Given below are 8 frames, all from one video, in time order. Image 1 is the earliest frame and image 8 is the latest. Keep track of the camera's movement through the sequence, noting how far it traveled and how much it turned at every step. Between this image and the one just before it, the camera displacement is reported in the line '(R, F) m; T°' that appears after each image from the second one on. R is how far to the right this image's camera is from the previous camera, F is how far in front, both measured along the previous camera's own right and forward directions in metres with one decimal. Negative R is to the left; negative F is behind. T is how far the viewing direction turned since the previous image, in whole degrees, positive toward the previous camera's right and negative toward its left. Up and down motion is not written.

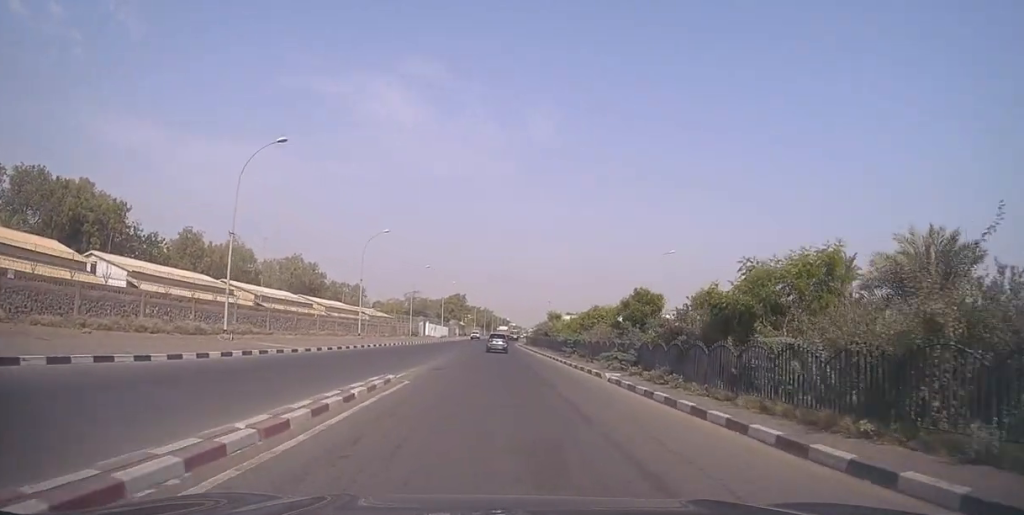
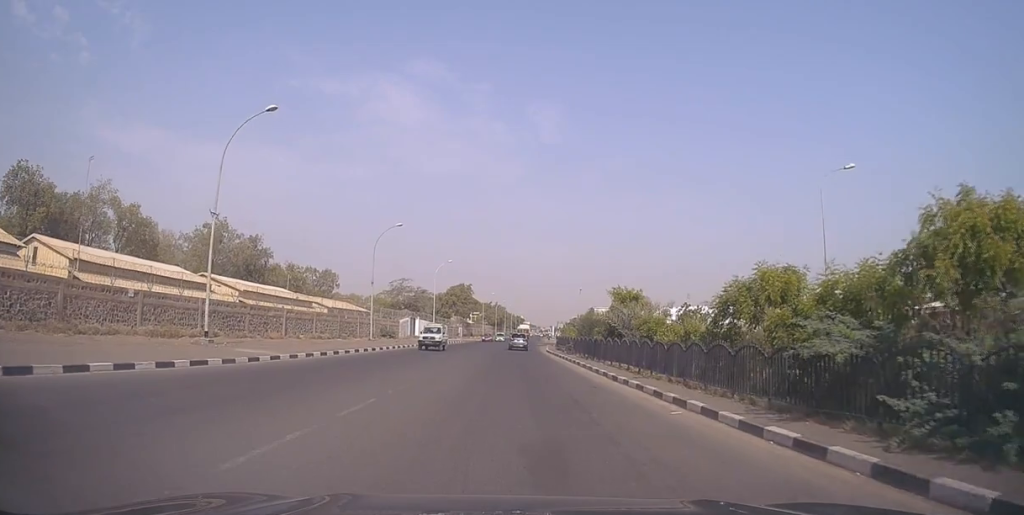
(+1.3, +34.9) m; +1°
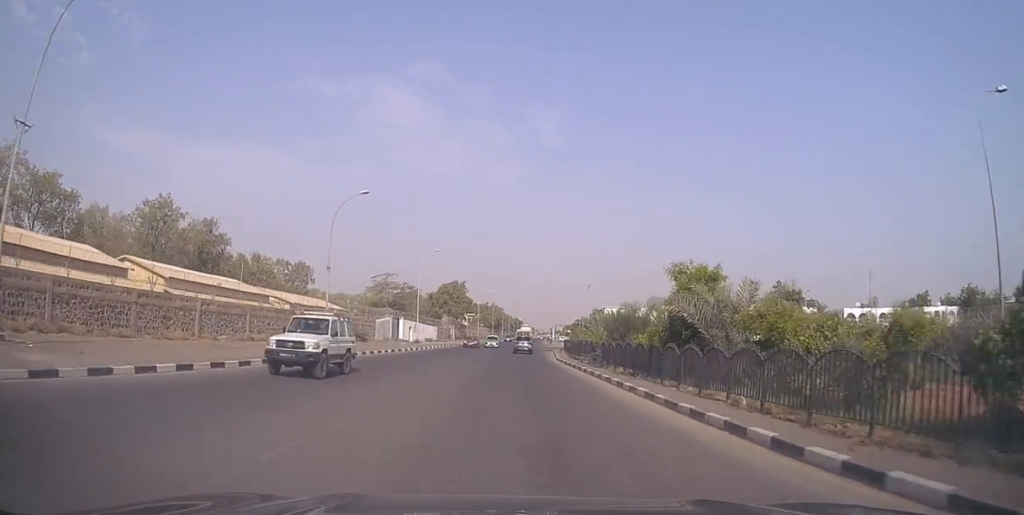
(-0.4, +13.8) m; 0°
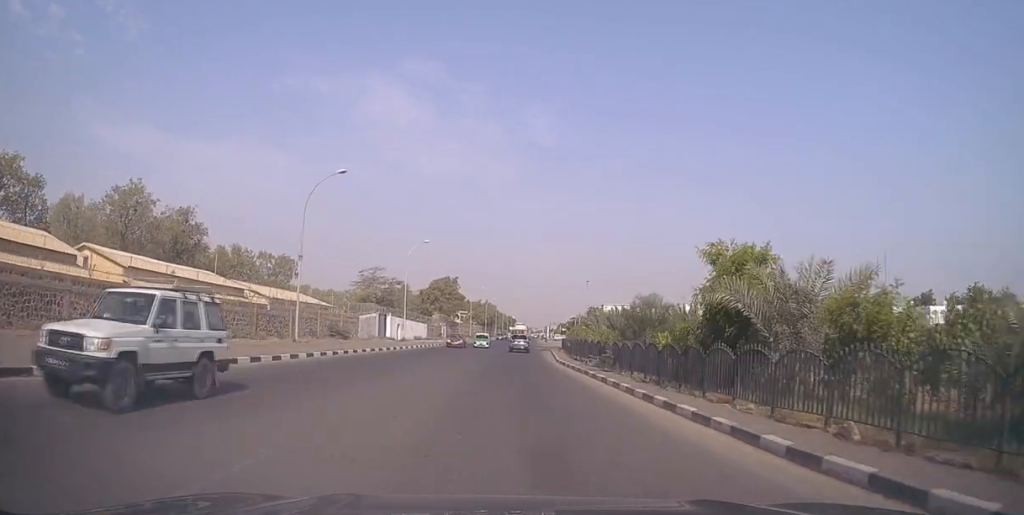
(-0.1, +4.9) m; +1°
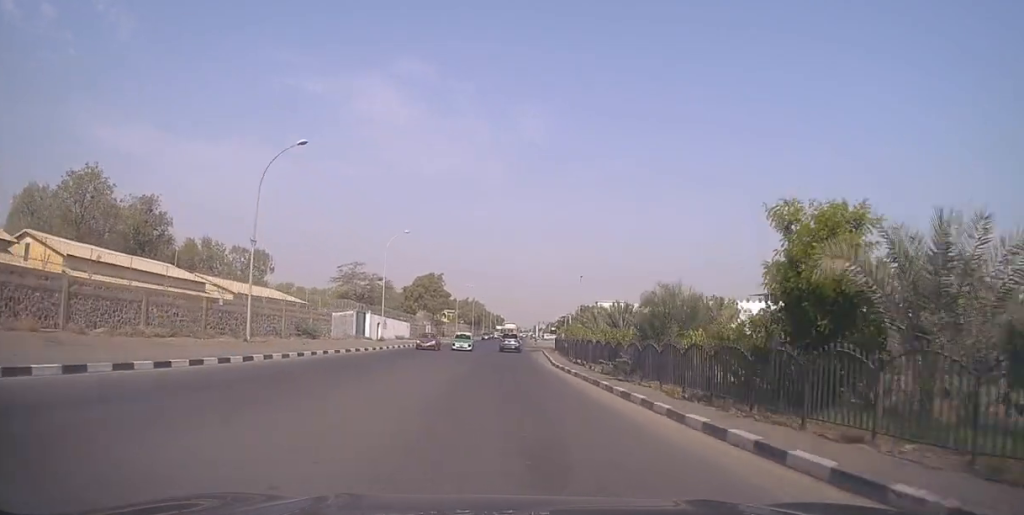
(+0.2, +5.8) m; +1°
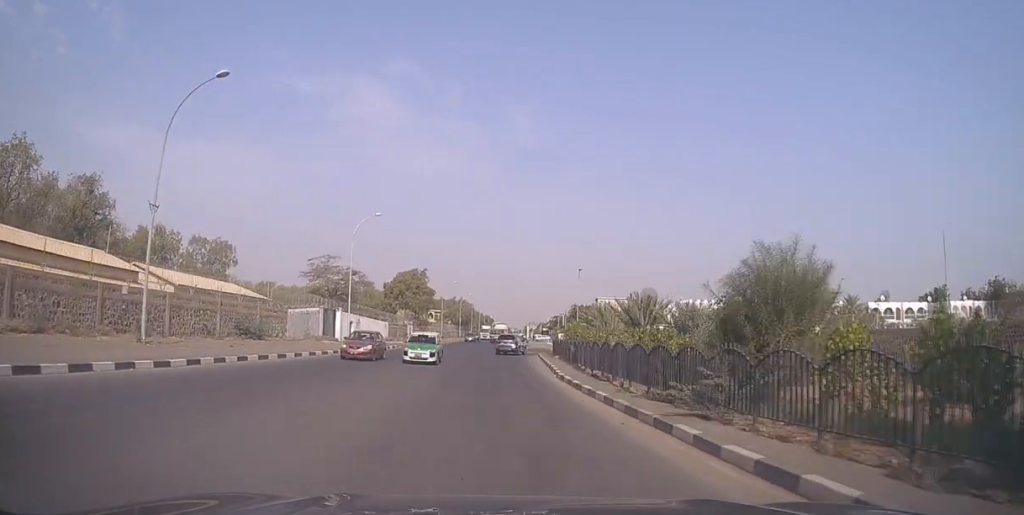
(+0.3, +9.3) m; 0°
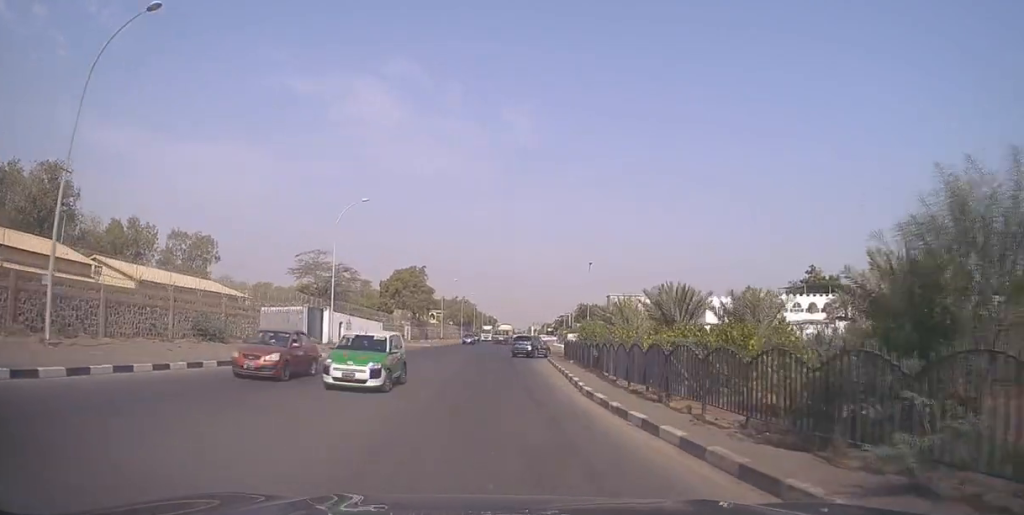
(-0.2, +6.2) m; 0°
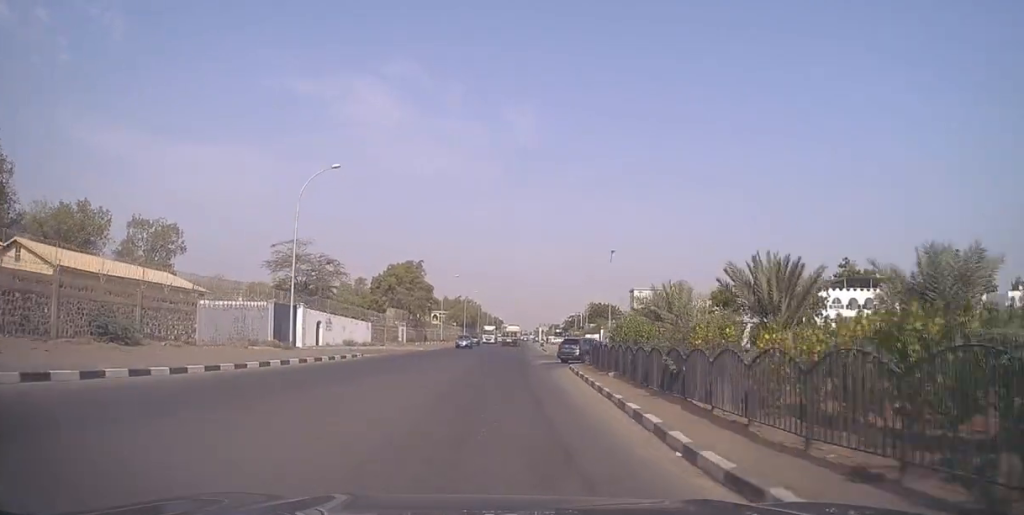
(0.0, +9.9) m; 0°
